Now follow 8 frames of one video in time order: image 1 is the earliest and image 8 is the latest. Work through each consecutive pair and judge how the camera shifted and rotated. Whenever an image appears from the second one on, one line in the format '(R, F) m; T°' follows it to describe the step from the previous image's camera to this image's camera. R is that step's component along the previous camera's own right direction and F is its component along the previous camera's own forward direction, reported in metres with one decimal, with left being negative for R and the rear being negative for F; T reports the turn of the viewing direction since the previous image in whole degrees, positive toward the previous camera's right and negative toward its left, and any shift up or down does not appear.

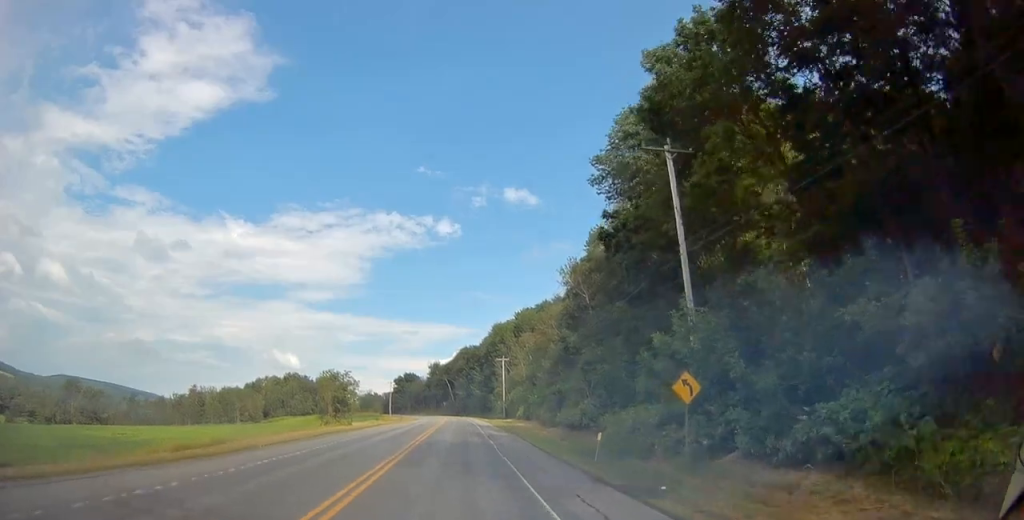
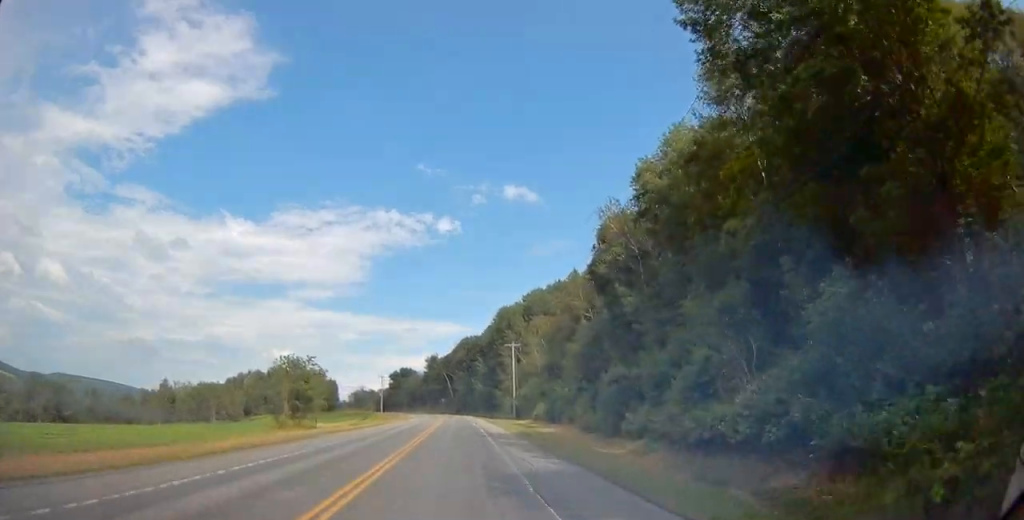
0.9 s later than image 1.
(-0.4, +21.9) m; 0°
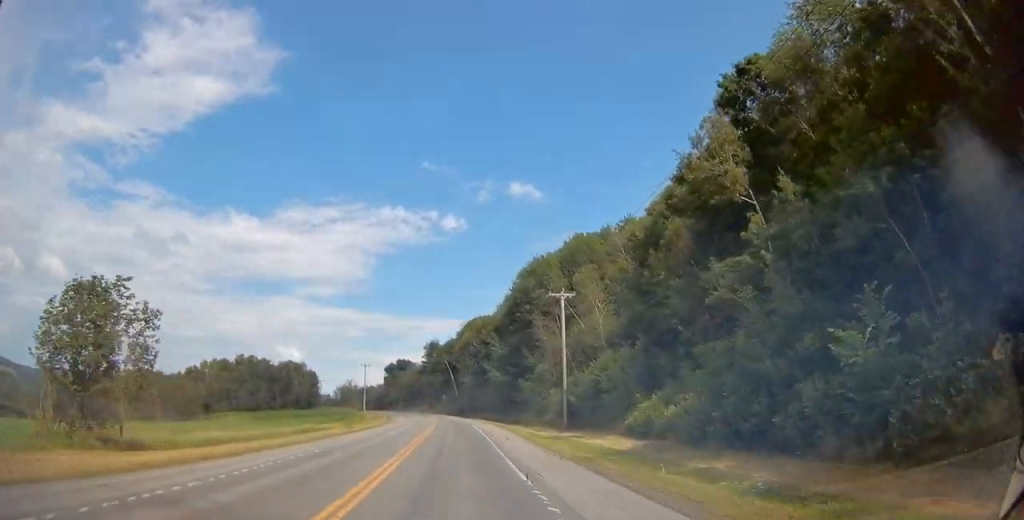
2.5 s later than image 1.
(+0.2, +41.2) m; -1°
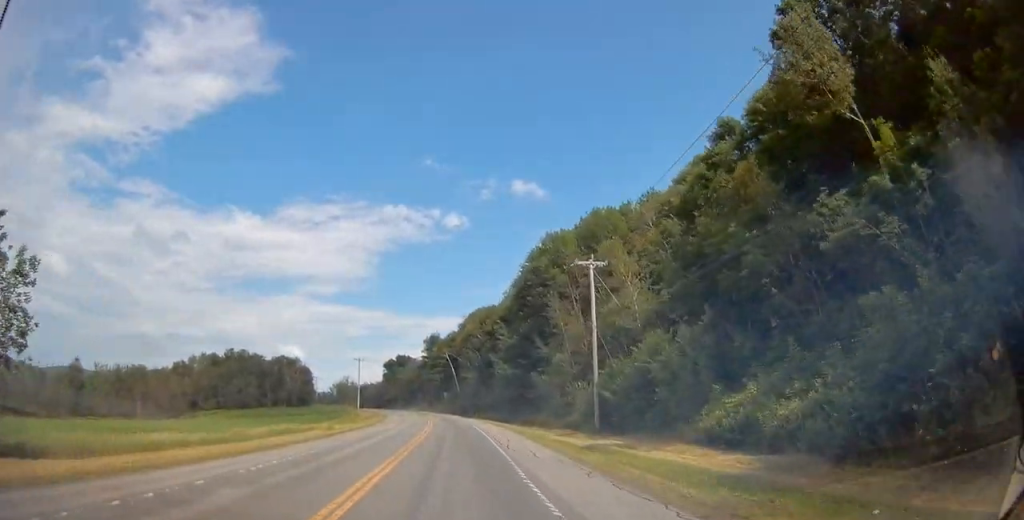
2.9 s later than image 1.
(0.0, +10.9) m; -1°
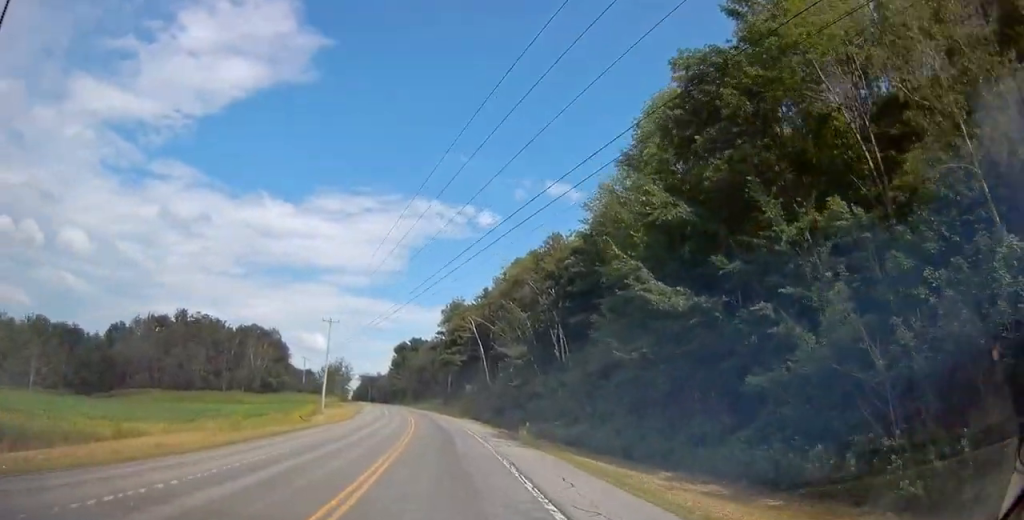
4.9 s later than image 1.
(-1.1, +50.3) m; -2°
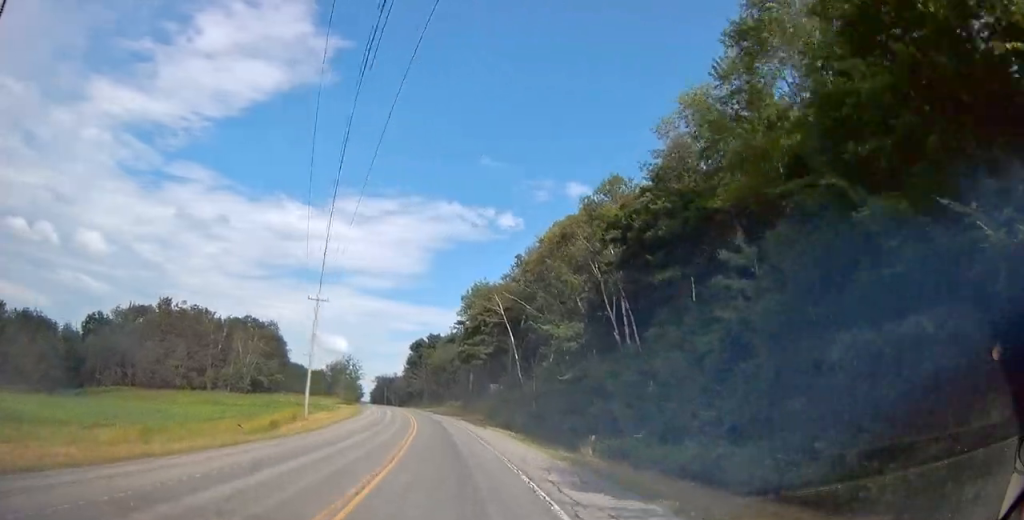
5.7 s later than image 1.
(-0.3, +18.4) m; -2°
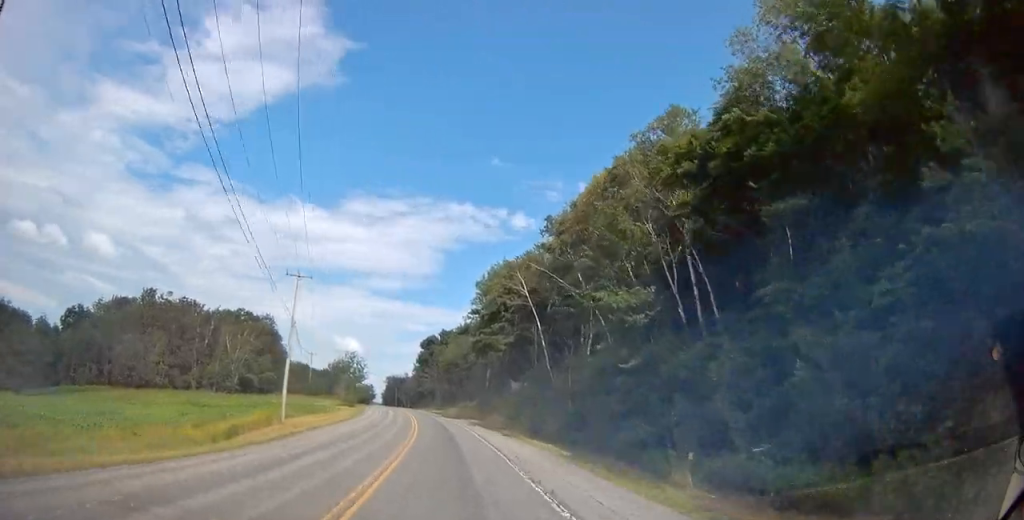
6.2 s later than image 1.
(-0.1, +12.6) m; -1°
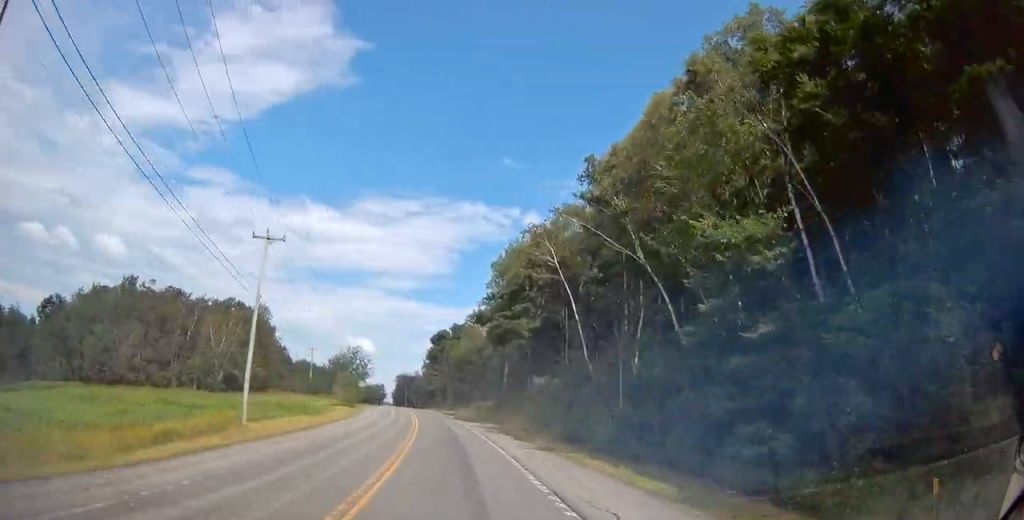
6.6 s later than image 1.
(-0.3, +11.7) m; -1°
